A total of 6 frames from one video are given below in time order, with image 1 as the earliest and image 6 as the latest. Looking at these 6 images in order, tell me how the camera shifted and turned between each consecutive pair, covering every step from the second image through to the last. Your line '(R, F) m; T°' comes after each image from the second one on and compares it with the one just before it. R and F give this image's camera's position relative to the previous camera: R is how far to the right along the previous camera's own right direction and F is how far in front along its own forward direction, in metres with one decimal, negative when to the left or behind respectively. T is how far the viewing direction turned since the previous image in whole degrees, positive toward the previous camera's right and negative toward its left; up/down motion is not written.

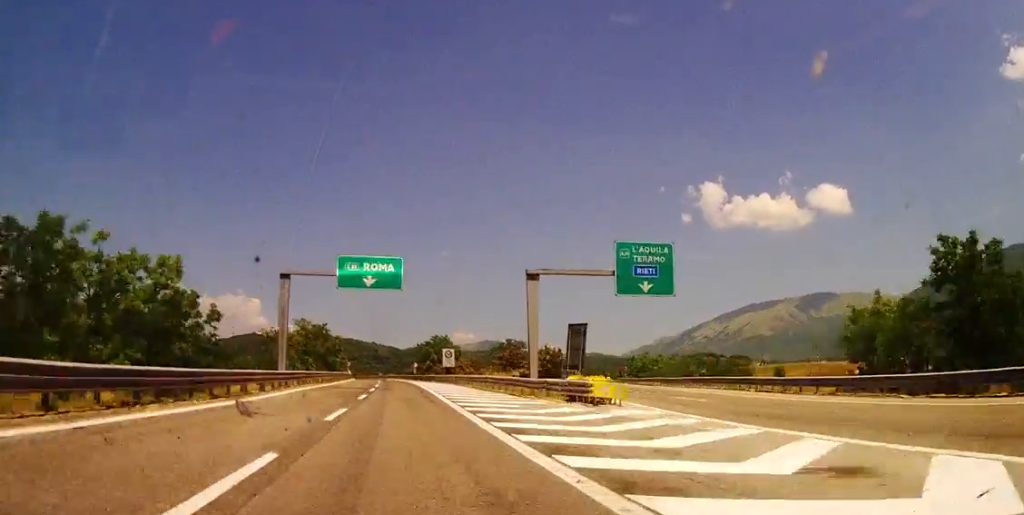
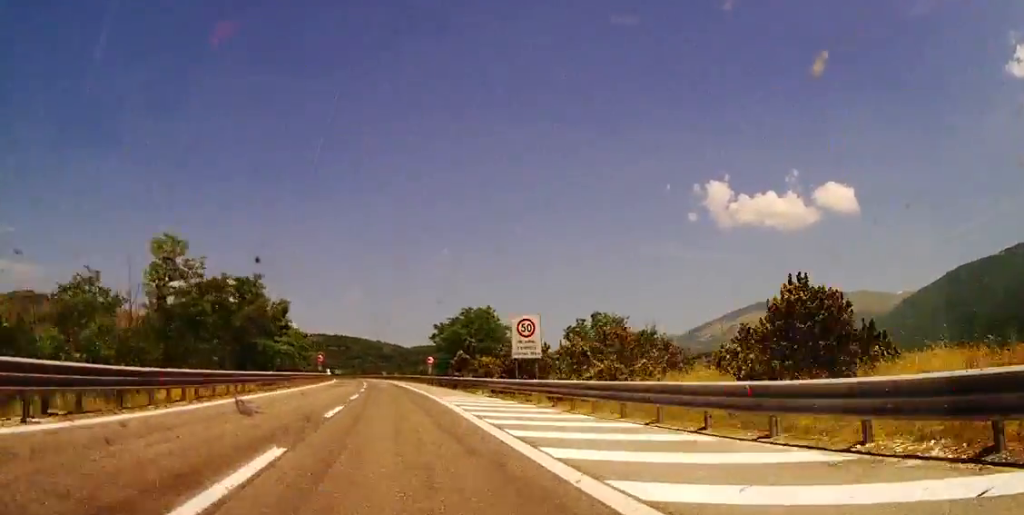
(+0.2, +47.3) m; 0°
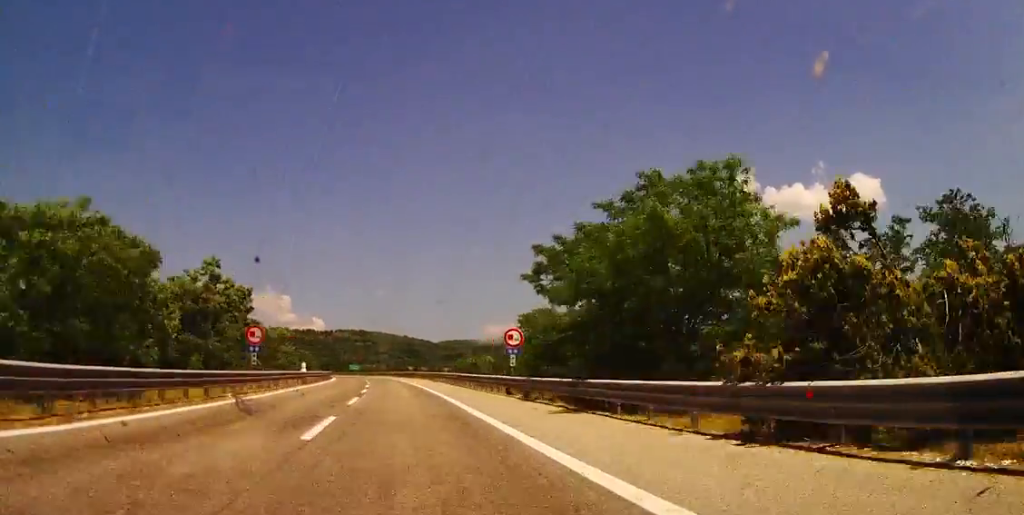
(-0.6, +42.5) m; -1°
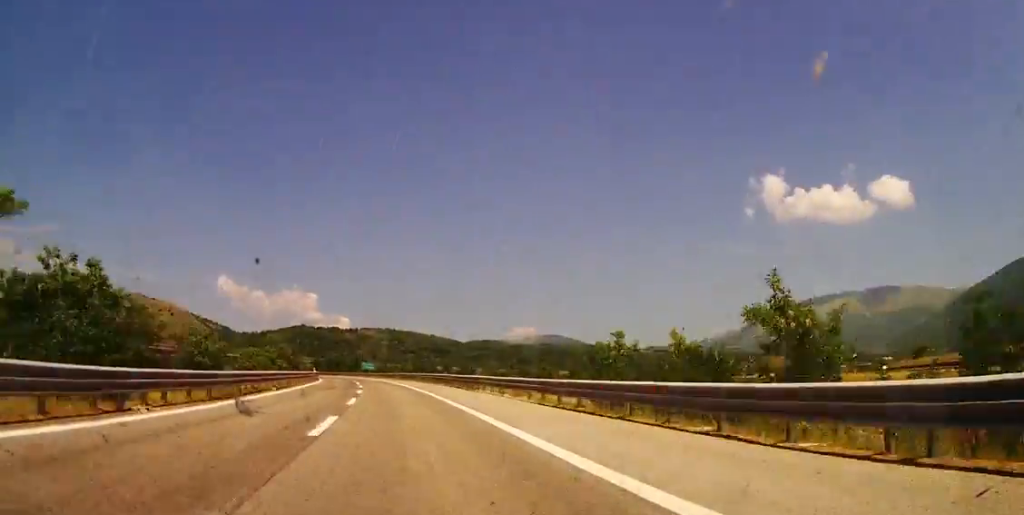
(-0.3, +48.2) m; -2°
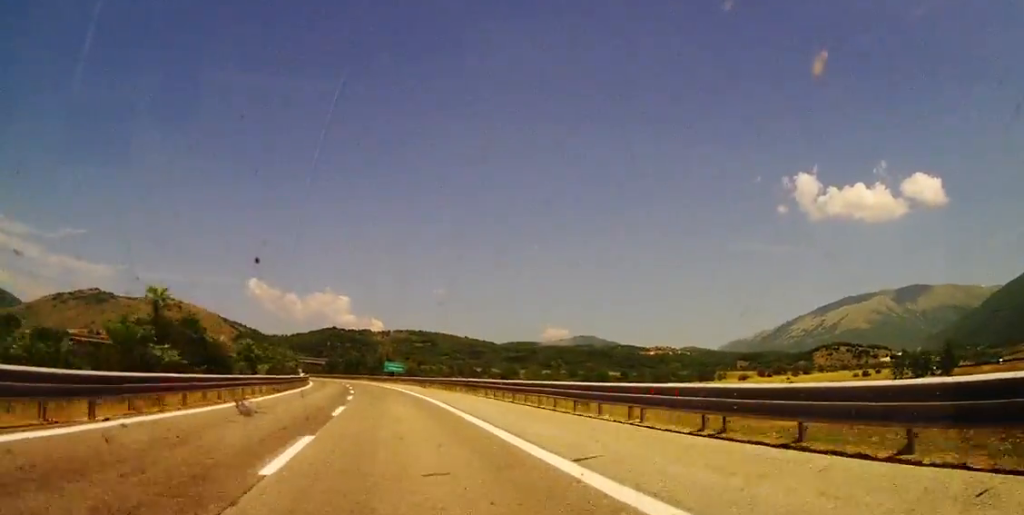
(-0.7, +41.0) m; -2°
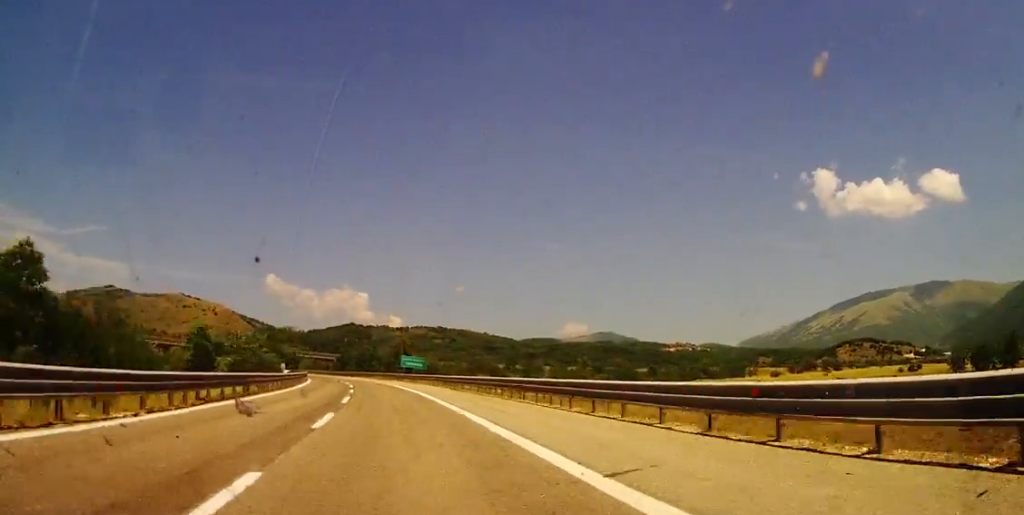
(+0.2, +17.6) m; -1°
